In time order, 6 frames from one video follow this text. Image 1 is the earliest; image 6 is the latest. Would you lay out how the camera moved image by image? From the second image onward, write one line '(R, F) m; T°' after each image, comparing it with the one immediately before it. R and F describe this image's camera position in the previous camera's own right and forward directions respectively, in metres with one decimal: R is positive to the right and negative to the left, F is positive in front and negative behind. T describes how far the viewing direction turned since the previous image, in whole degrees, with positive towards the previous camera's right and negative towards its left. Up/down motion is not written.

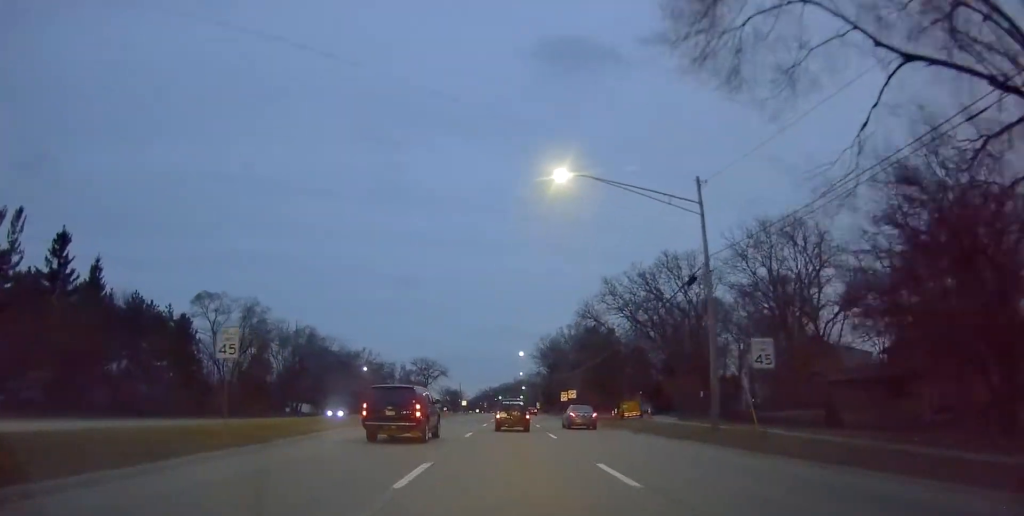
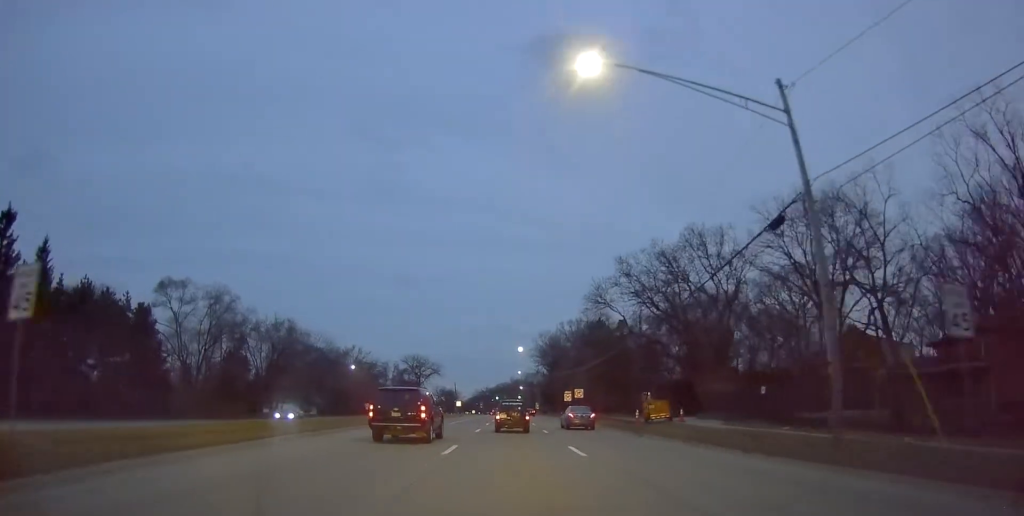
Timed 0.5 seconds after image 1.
(0.0, +8.9) m; +1°
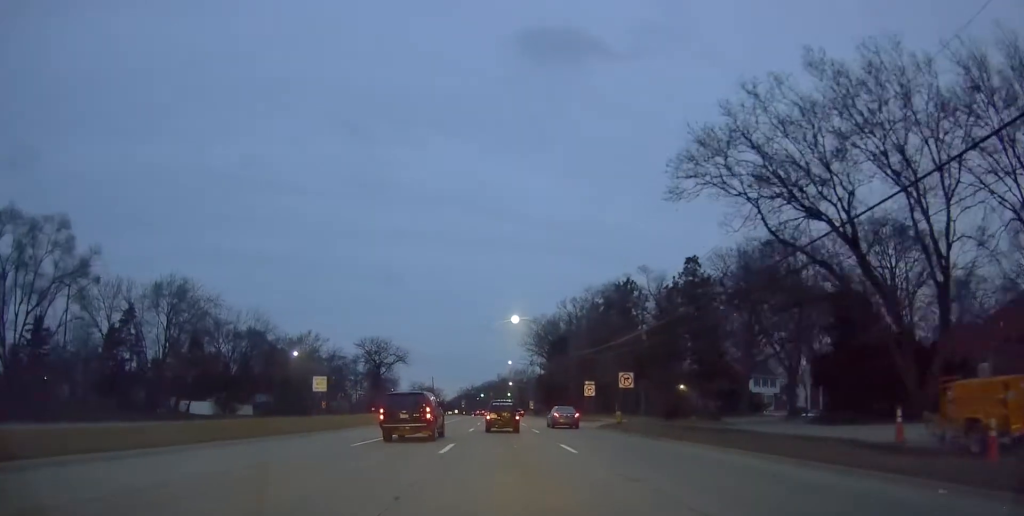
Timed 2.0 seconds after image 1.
(+0.6, +29.6) m; 0°
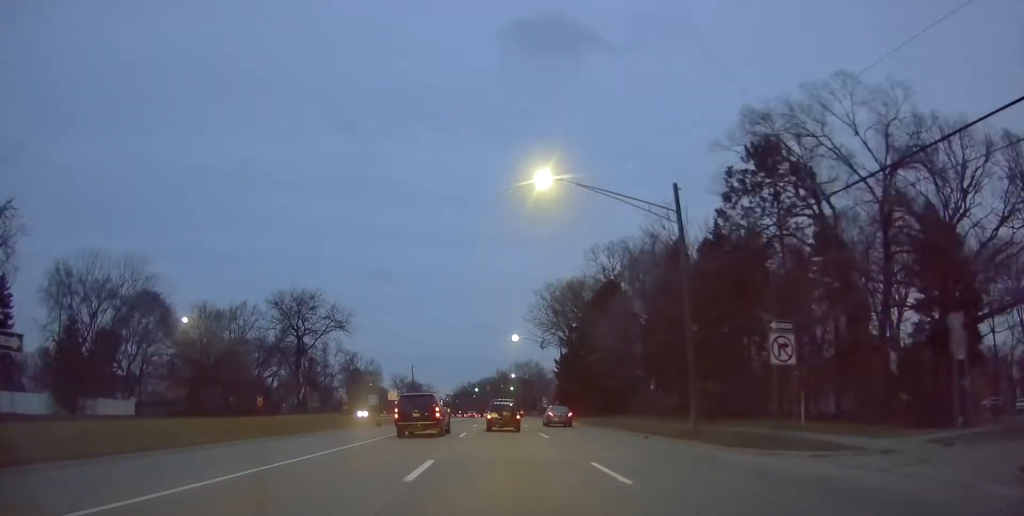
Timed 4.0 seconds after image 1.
(-0.1, +36.9) m; +1°
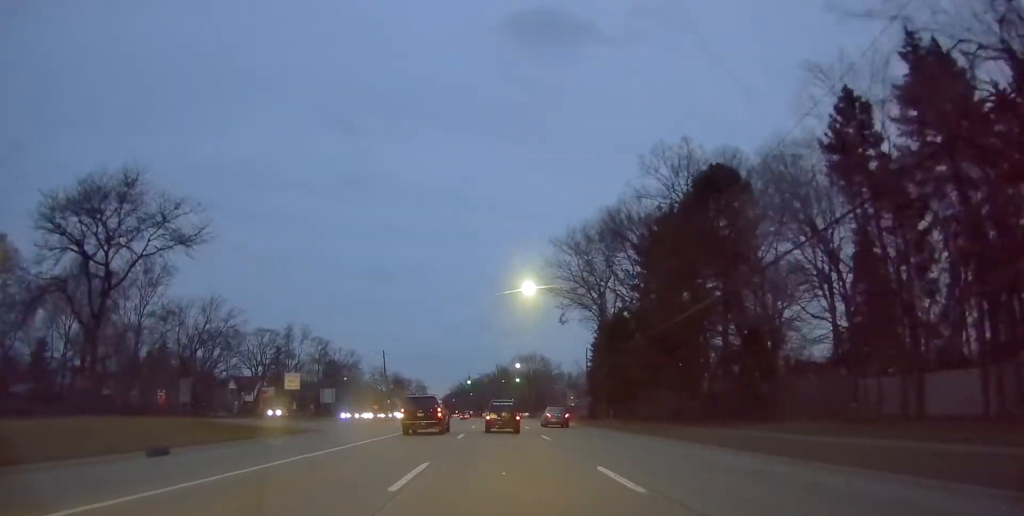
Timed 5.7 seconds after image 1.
(+0.5, +31.4) m; +2°
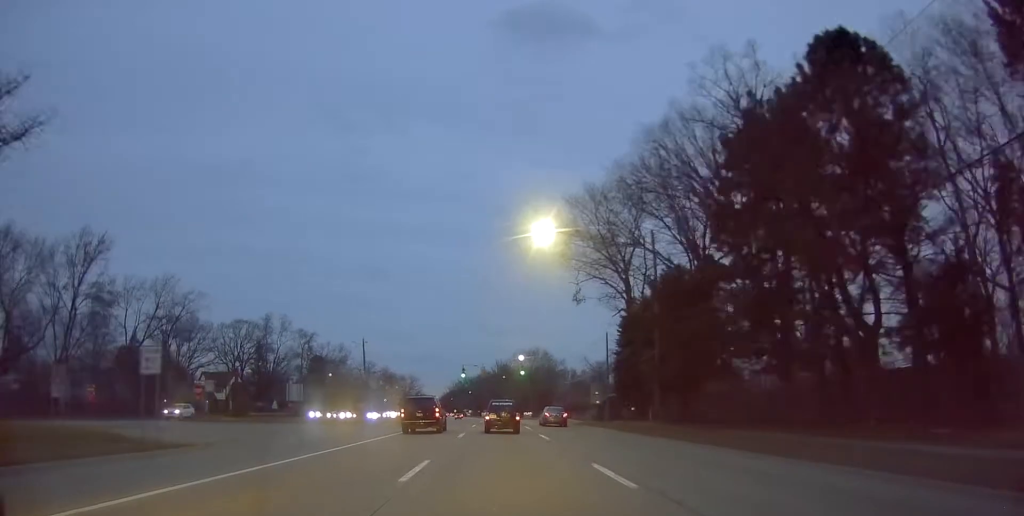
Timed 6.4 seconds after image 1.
(+0.3, +14.4) m; 0°
